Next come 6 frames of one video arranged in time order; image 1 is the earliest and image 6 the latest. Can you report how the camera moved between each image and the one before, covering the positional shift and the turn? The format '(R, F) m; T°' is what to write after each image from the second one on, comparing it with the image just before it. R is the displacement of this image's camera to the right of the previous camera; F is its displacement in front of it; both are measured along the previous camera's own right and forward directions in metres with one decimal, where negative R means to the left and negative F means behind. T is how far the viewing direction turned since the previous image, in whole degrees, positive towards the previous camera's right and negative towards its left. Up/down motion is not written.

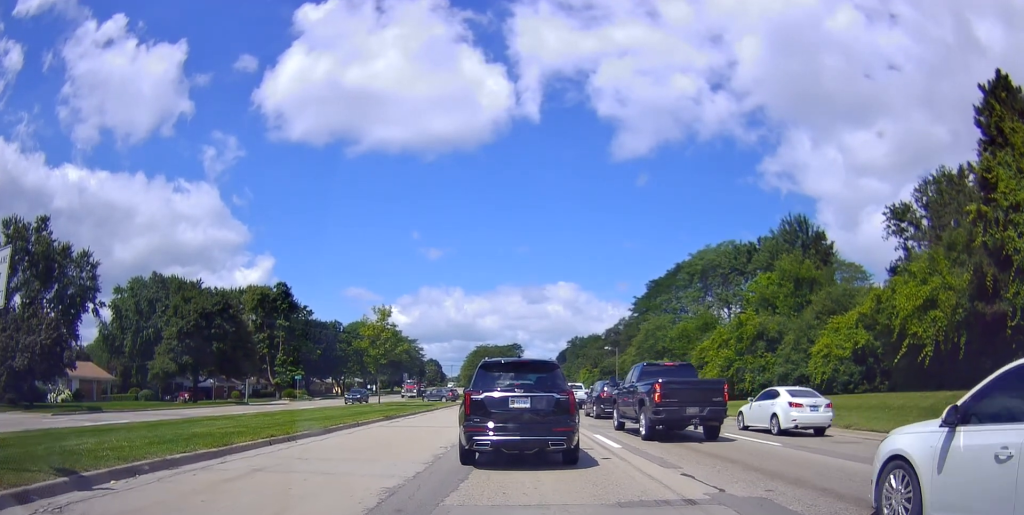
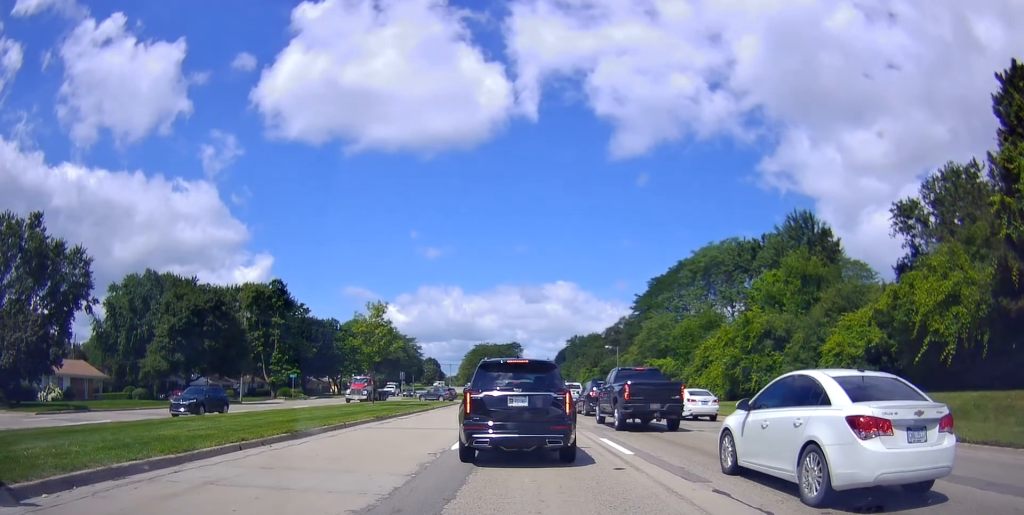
(0.0, +2.4) m; 0°
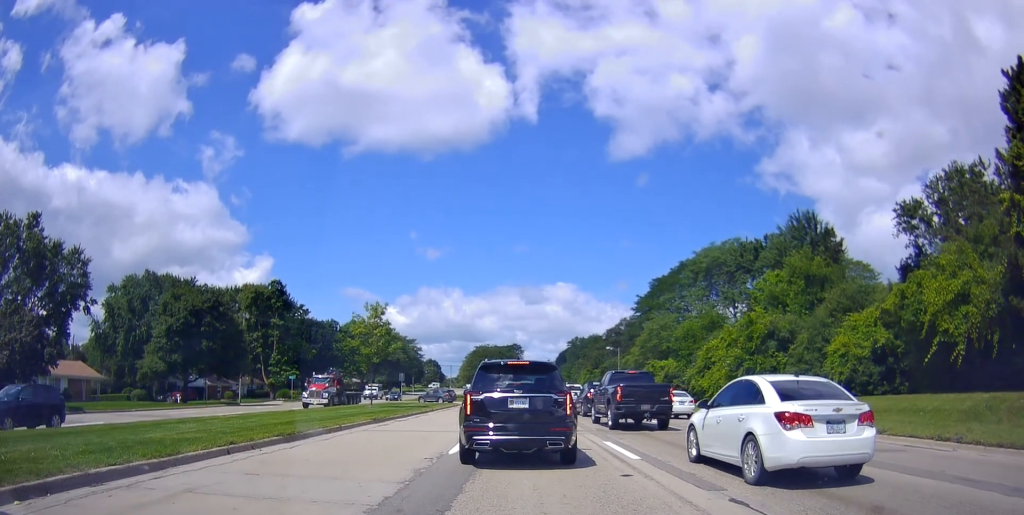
(0.0, +0.9) m; 0°
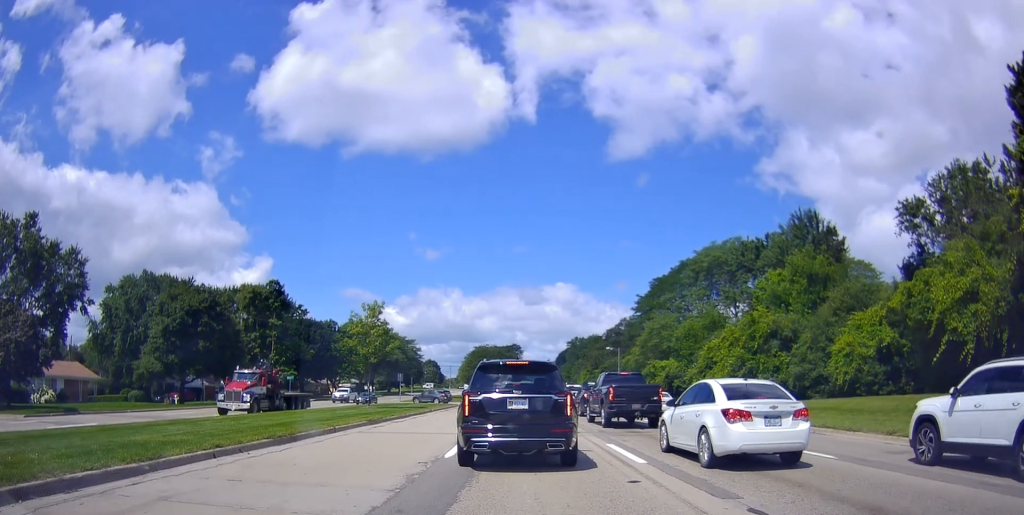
(0.0, +0.9) m; 0°
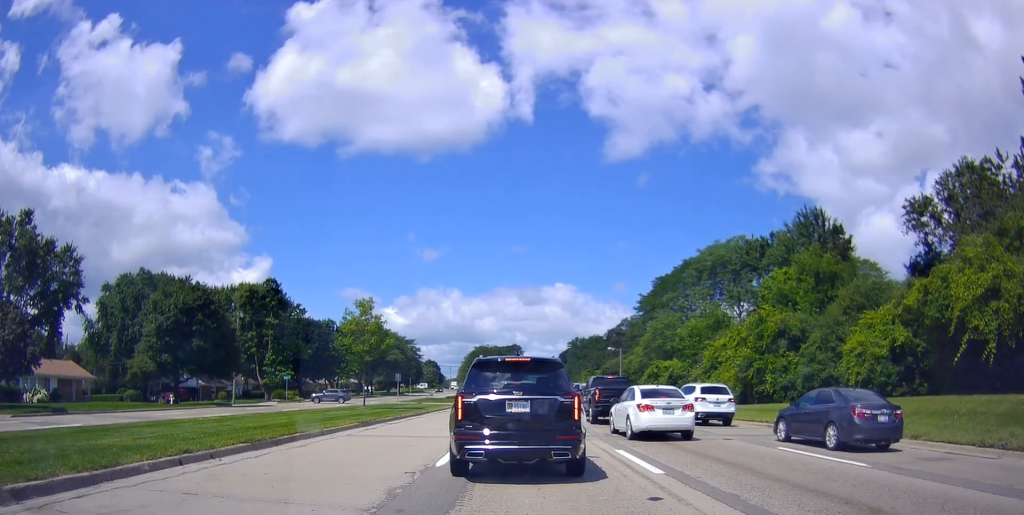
(+1.0, +1.6) m; 0°
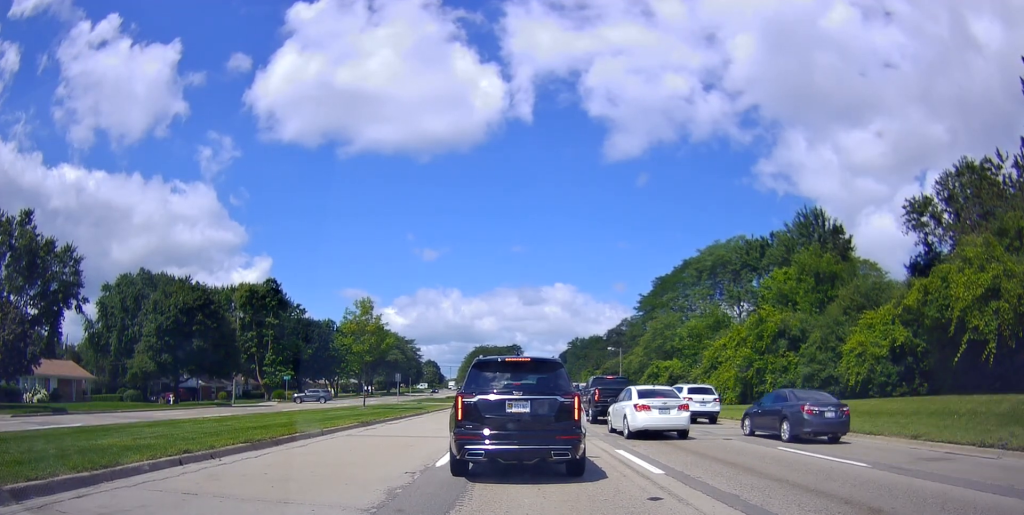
(-0.1, +0.2) m; 0°
